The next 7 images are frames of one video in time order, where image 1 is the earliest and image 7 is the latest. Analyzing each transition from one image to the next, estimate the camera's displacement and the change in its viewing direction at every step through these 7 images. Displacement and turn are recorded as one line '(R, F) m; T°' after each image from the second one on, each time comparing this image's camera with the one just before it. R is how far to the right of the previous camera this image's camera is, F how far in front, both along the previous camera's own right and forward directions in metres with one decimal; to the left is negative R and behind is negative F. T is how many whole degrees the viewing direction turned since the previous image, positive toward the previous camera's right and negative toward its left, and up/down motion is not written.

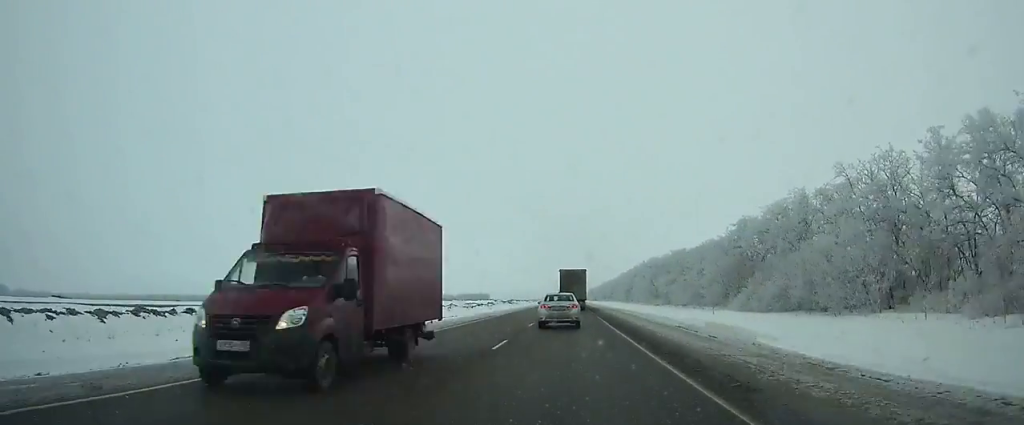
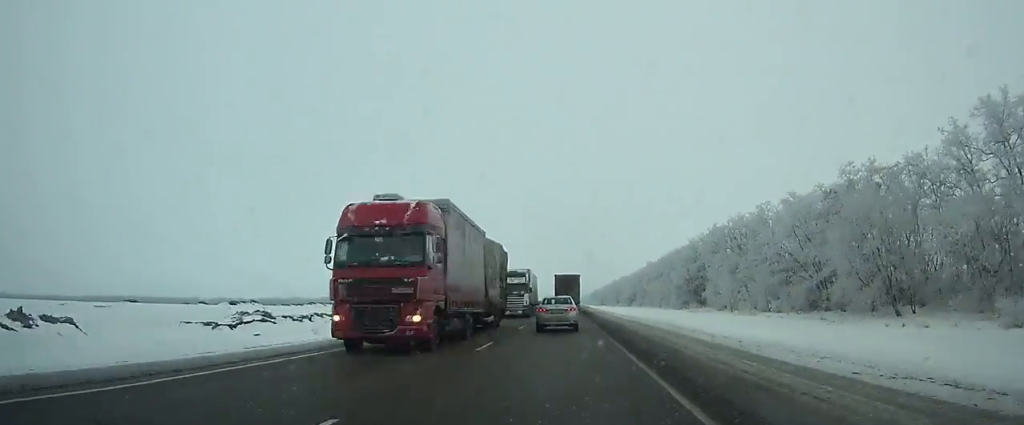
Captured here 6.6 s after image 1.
(+0.1, +141.0) m; 0°
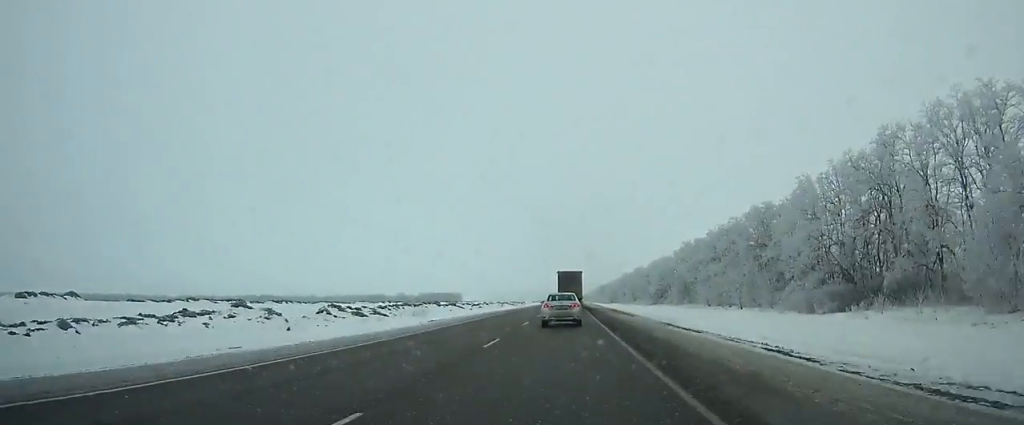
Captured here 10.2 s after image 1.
(-0.1, +77.5) m; 0°
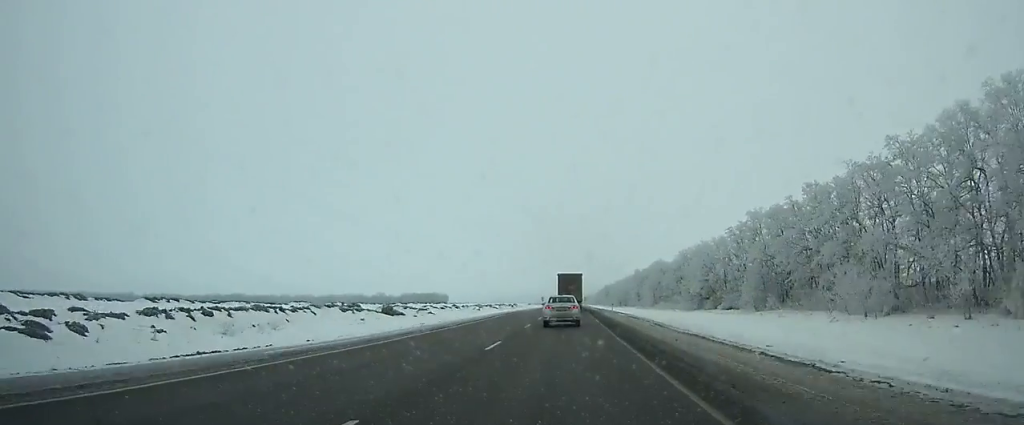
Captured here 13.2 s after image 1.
(0.0, +63.7) m; 0°
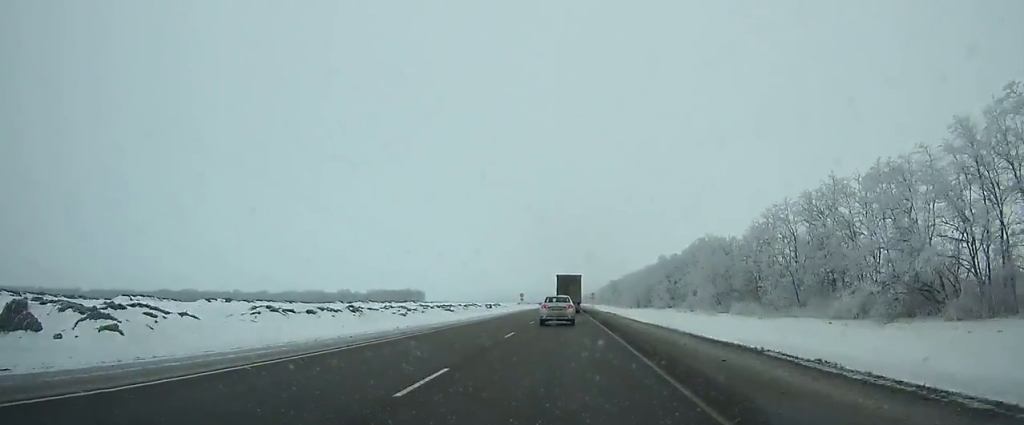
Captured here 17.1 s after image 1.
(+0.1, +81.7) m; 0°
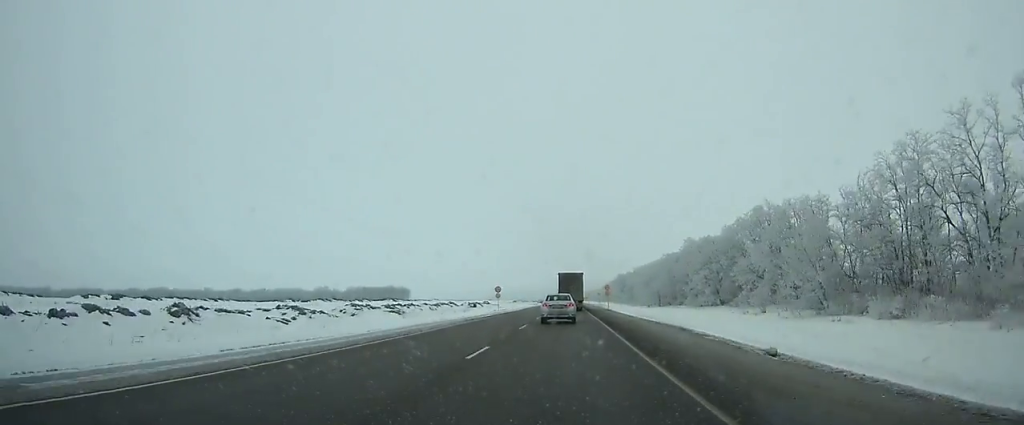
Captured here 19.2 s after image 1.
(0.0, +43.6) m; 0°
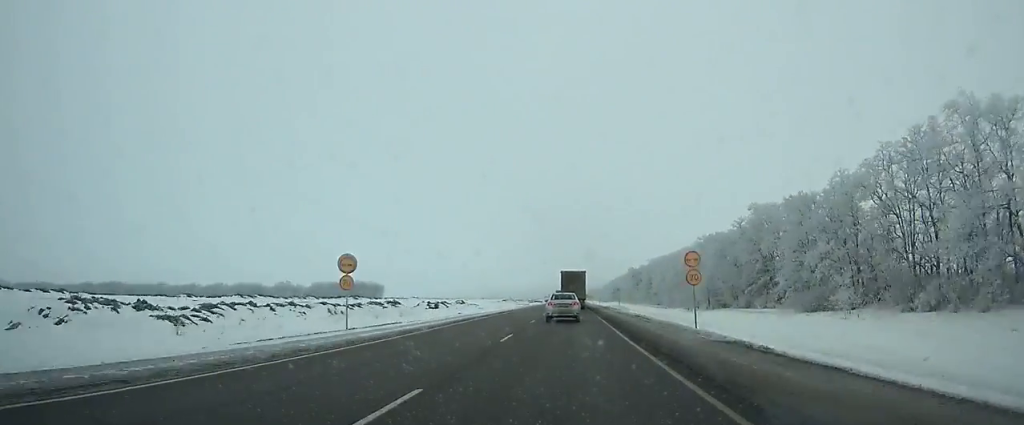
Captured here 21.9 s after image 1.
(0.0, +56.1) m; 0°
